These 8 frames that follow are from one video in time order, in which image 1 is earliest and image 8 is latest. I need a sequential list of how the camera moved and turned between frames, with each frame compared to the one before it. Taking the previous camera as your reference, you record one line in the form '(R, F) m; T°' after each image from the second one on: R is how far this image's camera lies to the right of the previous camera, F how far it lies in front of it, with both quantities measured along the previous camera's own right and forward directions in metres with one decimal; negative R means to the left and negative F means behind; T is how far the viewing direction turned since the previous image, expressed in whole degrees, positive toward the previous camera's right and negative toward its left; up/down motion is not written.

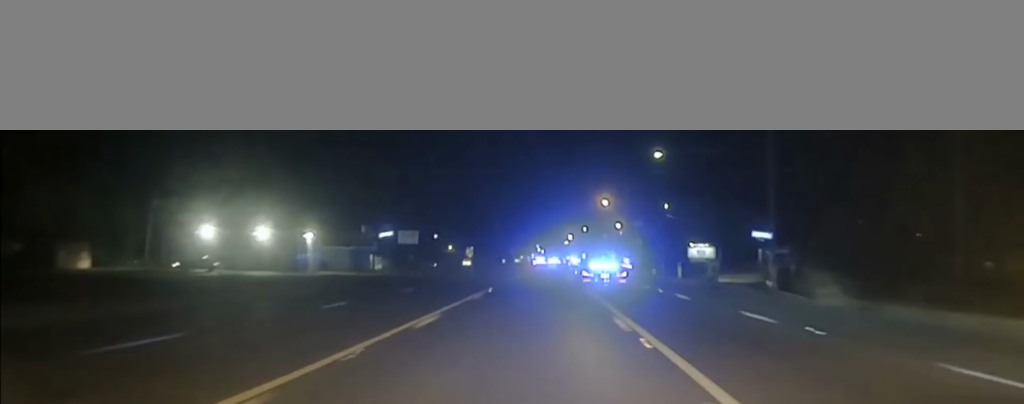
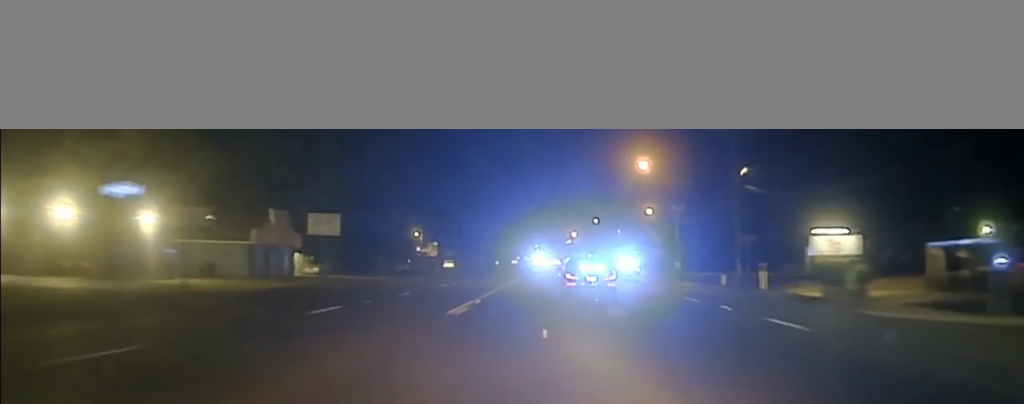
(+0.1, +36.0) m; 0°
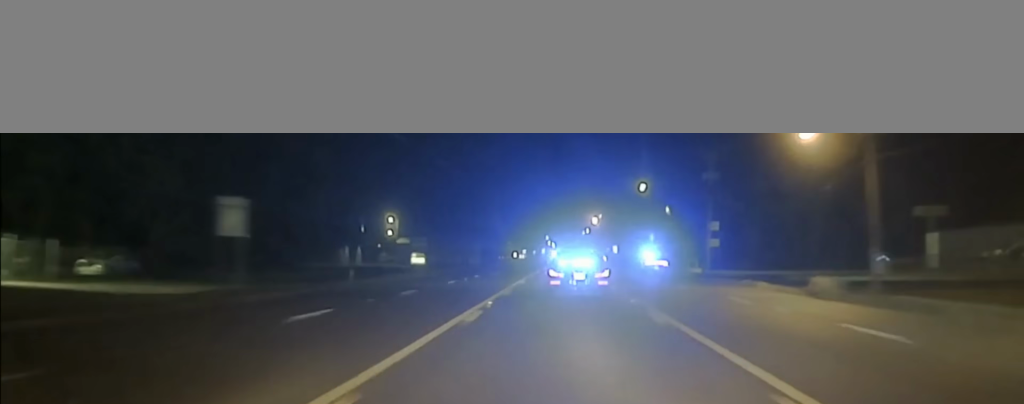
(-0.1, +46.4) m; 0°
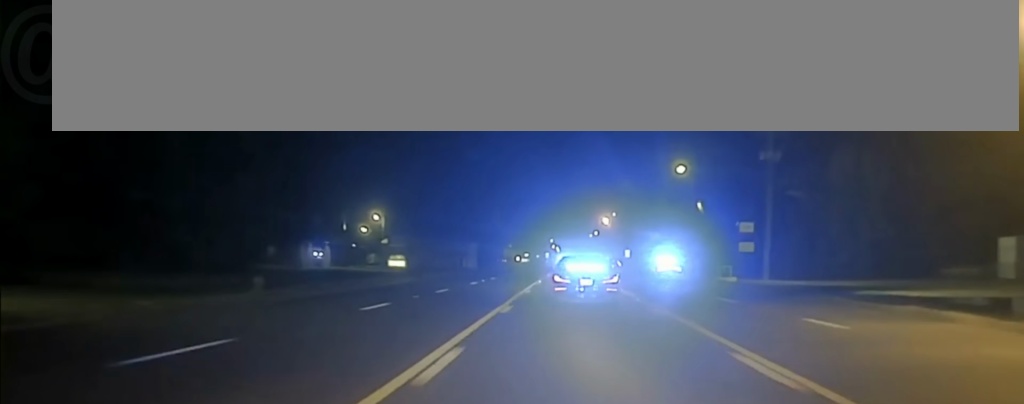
(-0.1, +18.4) m; 0°
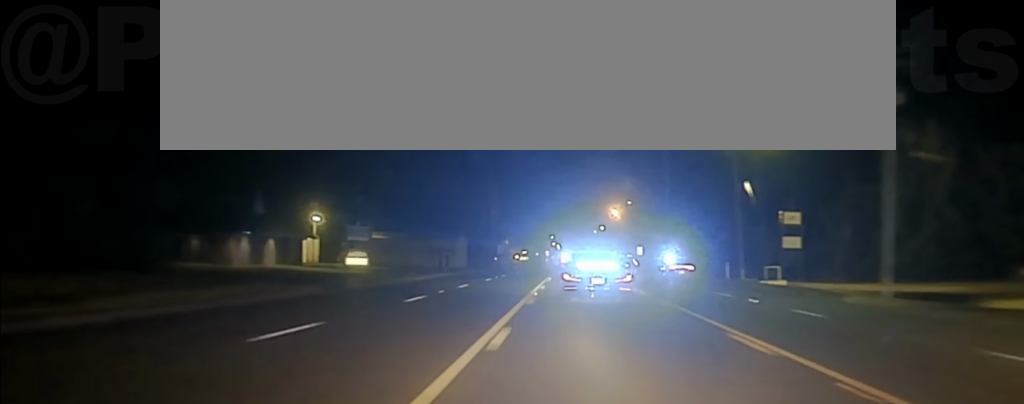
(+0.1, +20.8) m; 0°
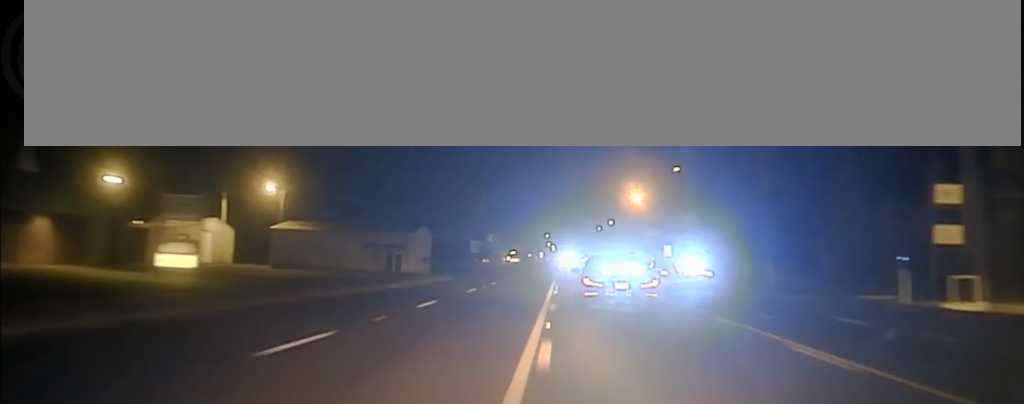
(-0.1, +39.6) m; -1°
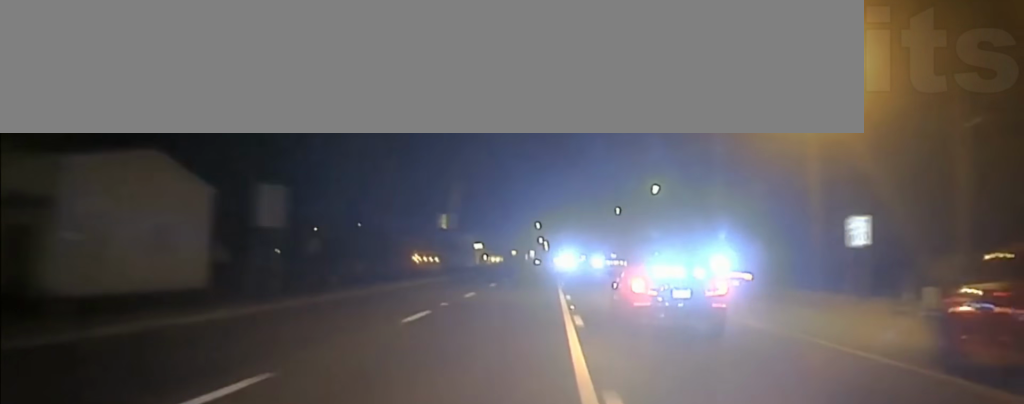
(-0.2, +65.2) m; 0°
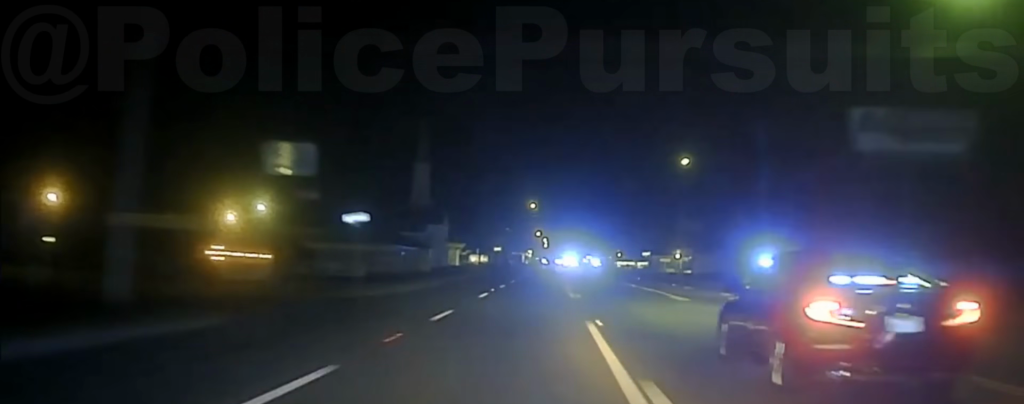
(+0.3, +65.2) m; 0°
